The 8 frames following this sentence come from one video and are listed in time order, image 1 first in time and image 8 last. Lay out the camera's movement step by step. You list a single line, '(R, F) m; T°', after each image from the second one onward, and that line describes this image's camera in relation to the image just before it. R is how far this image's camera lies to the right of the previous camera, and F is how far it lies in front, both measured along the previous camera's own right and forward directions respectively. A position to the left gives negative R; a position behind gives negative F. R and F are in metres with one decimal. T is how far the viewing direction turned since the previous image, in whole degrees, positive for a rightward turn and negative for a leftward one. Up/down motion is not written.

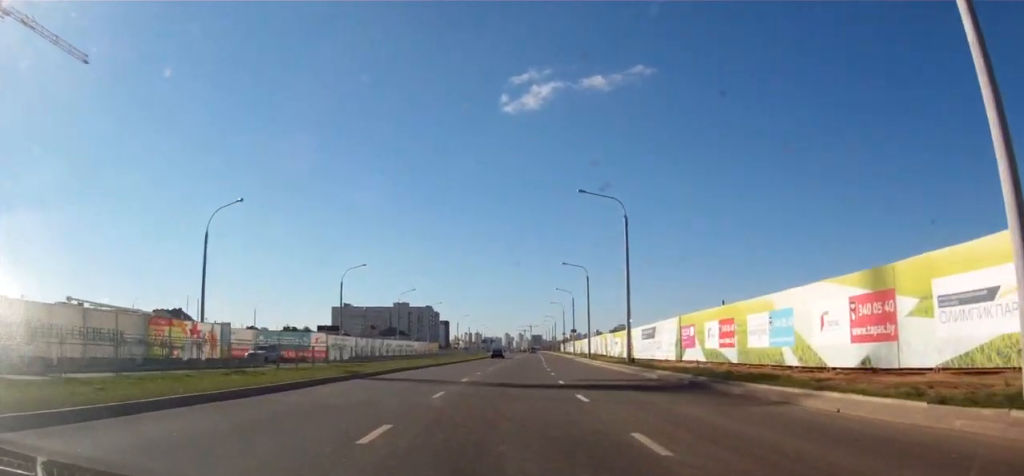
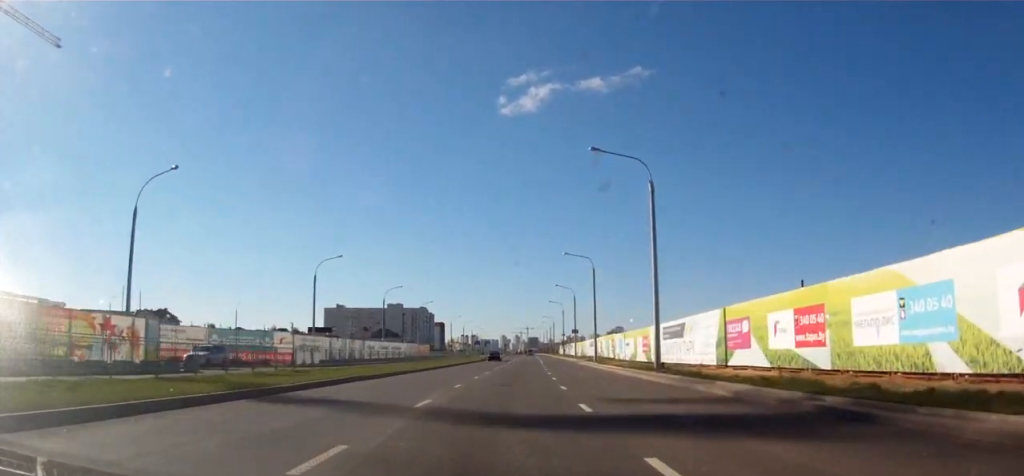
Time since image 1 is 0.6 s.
(-0.2, +10.2) m; 0°
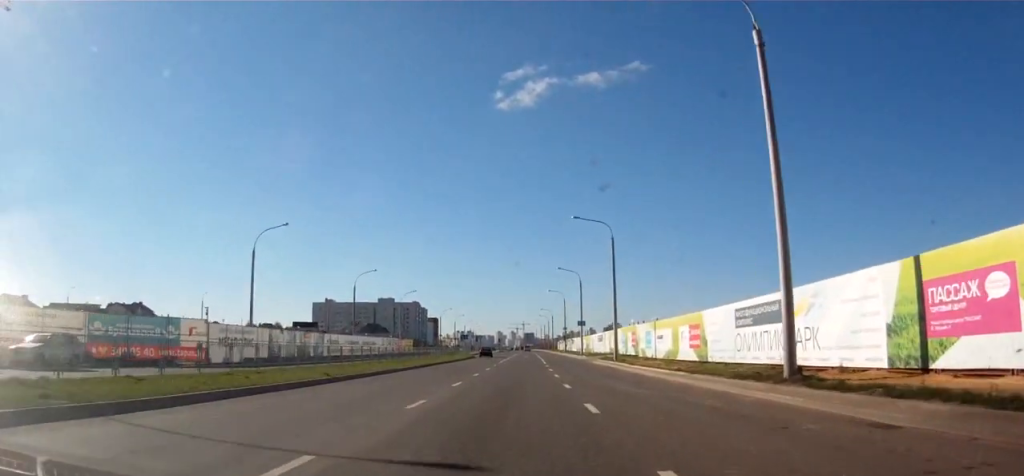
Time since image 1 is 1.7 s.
(+0.3, +16.8) m; +2°
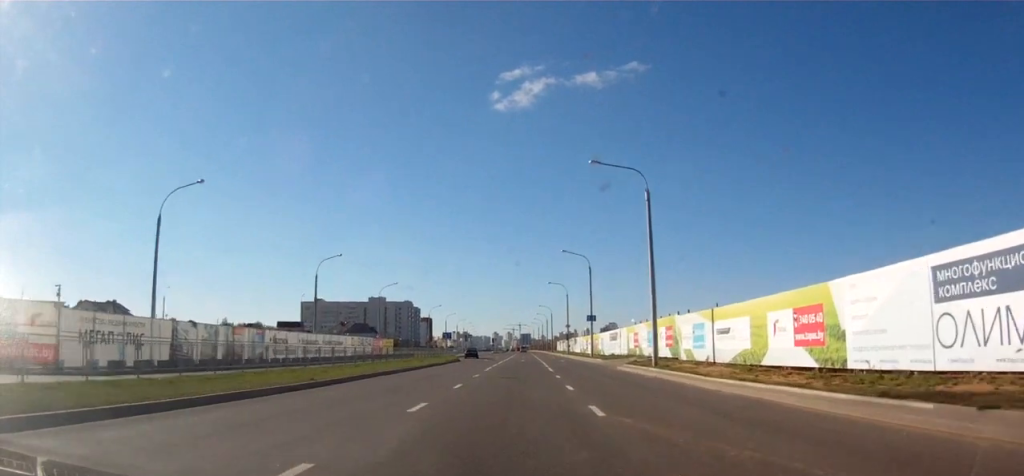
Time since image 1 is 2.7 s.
(+0.3, +16.3) m; 0°
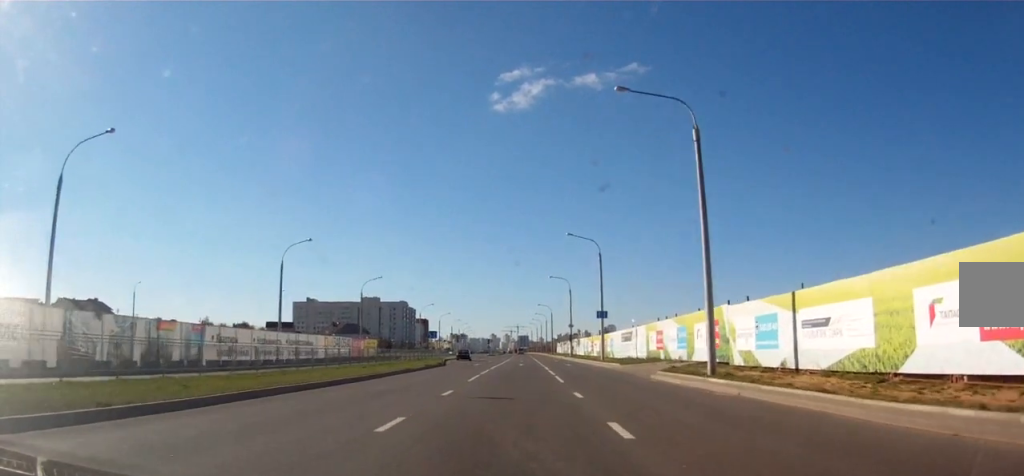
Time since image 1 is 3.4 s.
(-0.2, +11.2) m; -1°
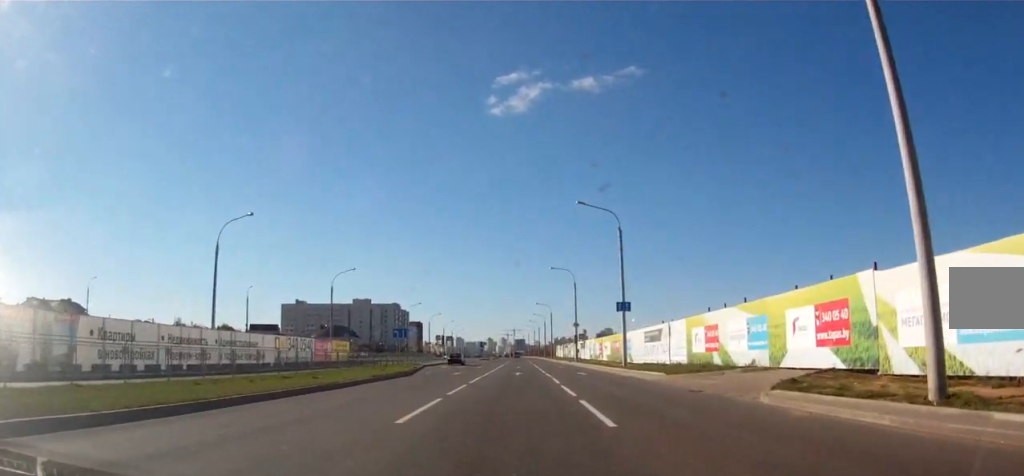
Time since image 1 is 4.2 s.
(-0.1, +14.6) m; 0°
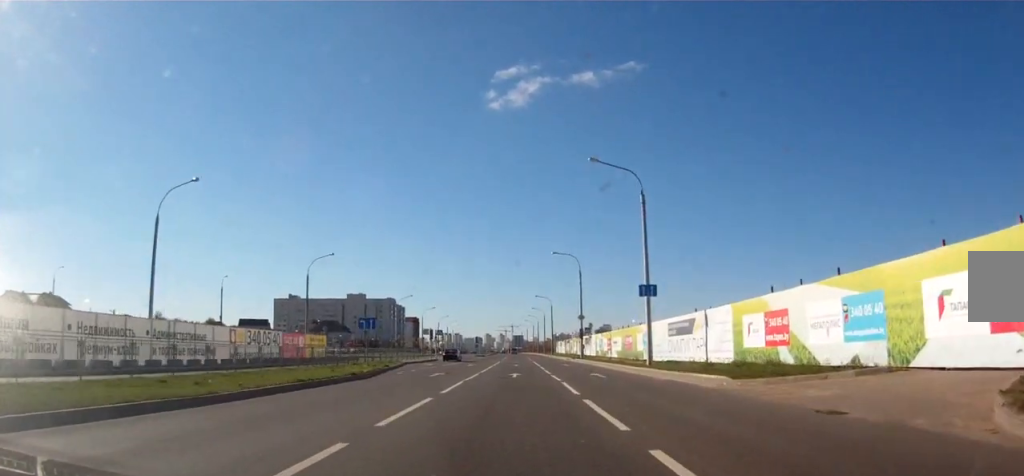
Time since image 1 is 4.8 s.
(-0.1, +9.3) m; +1°
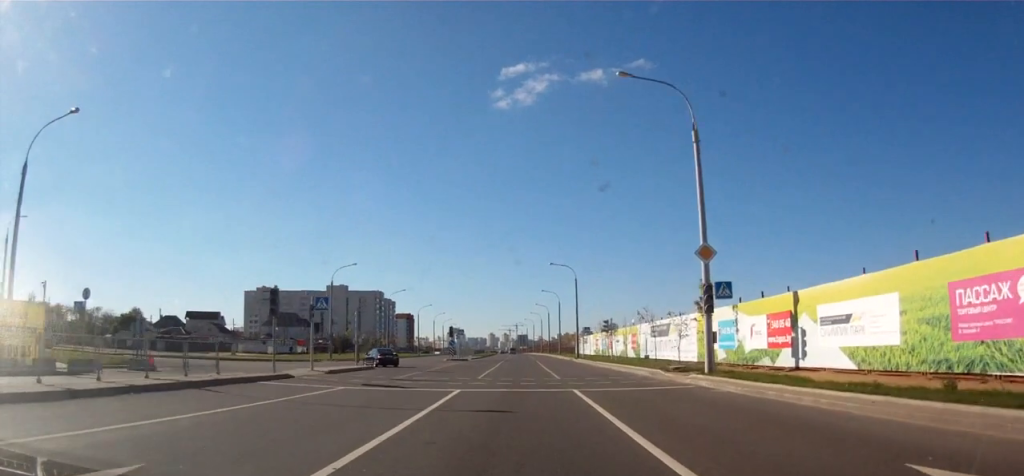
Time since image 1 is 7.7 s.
(-0.3, +48.9) m; +1°
